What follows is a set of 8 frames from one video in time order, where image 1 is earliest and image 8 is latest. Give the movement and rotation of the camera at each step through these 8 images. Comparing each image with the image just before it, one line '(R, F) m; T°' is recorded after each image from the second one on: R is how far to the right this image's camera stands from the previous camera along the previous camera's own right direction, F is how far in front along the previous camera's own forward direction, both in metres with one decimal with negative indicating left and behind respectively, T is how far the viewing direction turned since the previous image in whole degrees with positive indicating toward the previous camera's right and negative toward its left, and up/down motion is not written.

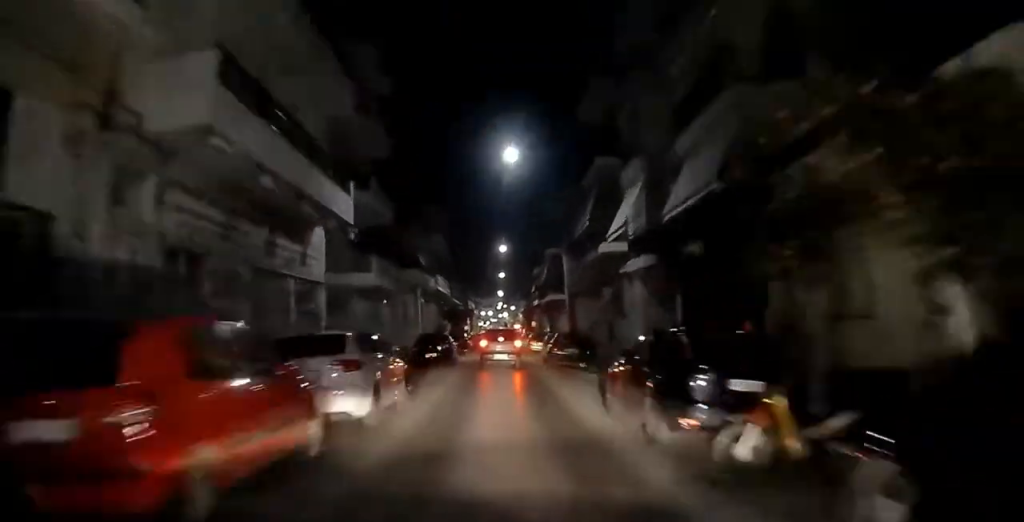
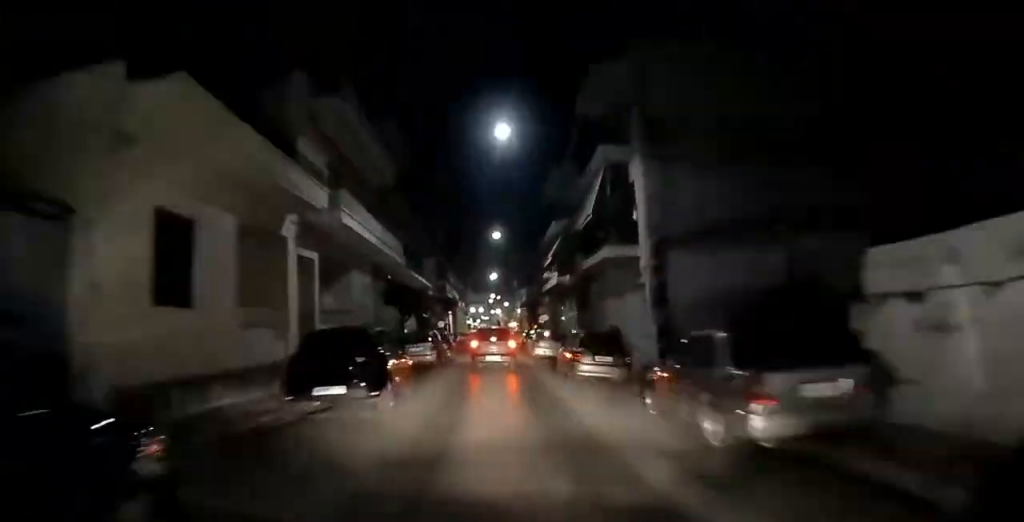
(+0.2, +23.1) m; +1°
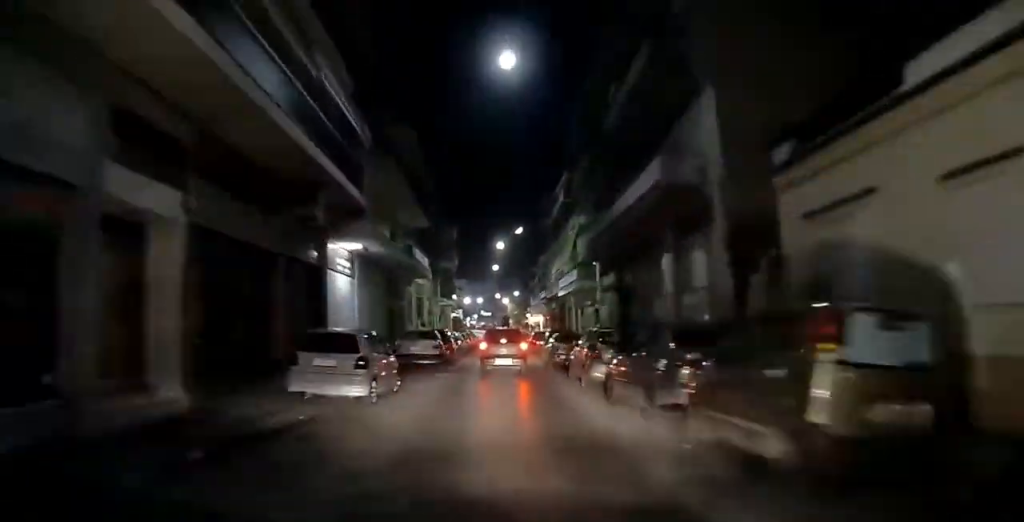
(+0.8, +52.8) m; 0°
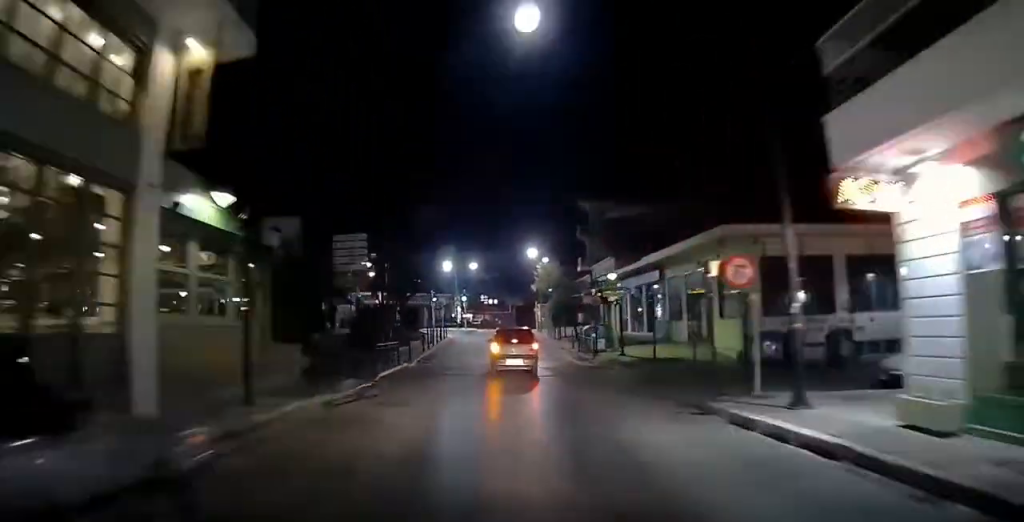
(-1.0, +56.6) m; -8°
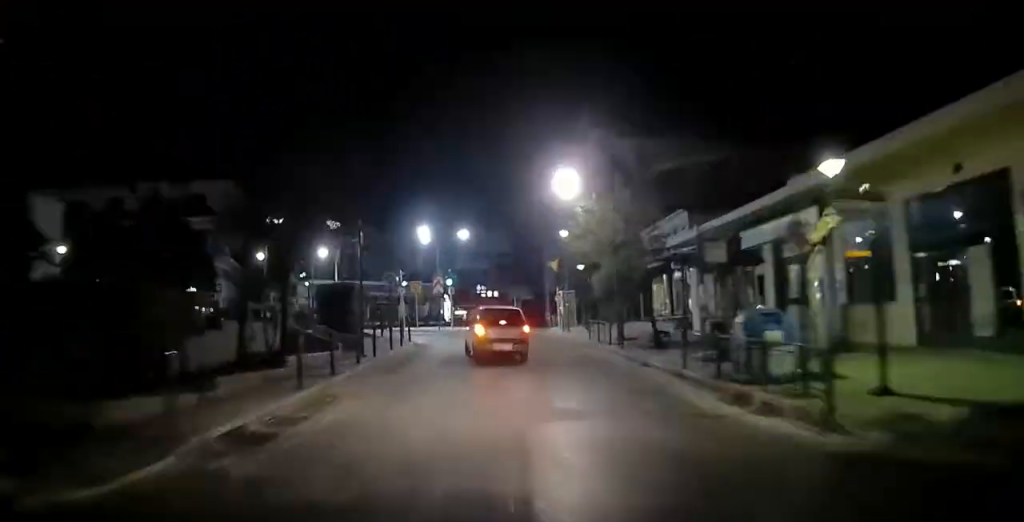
(-1.6, +14.8) m; -17°
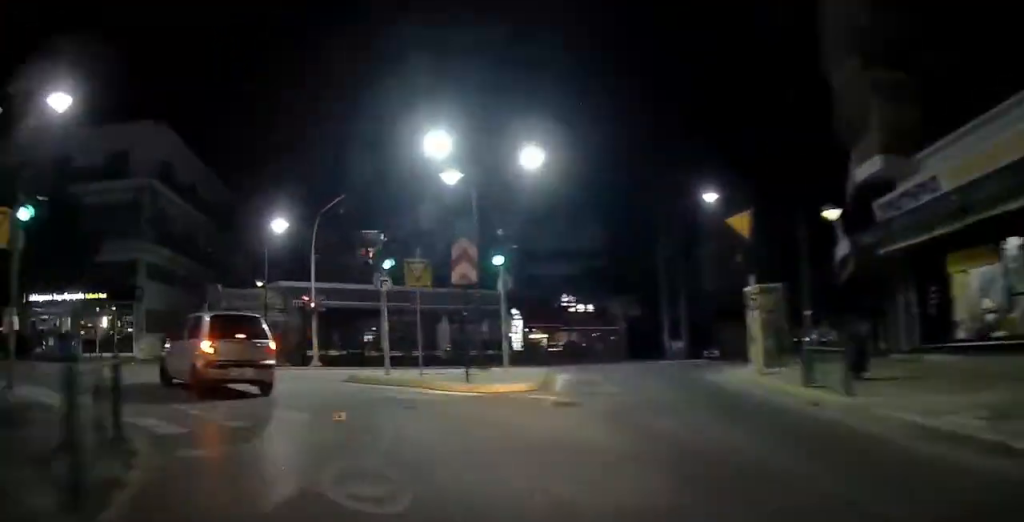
(+3.8, +19.4) m; -23°
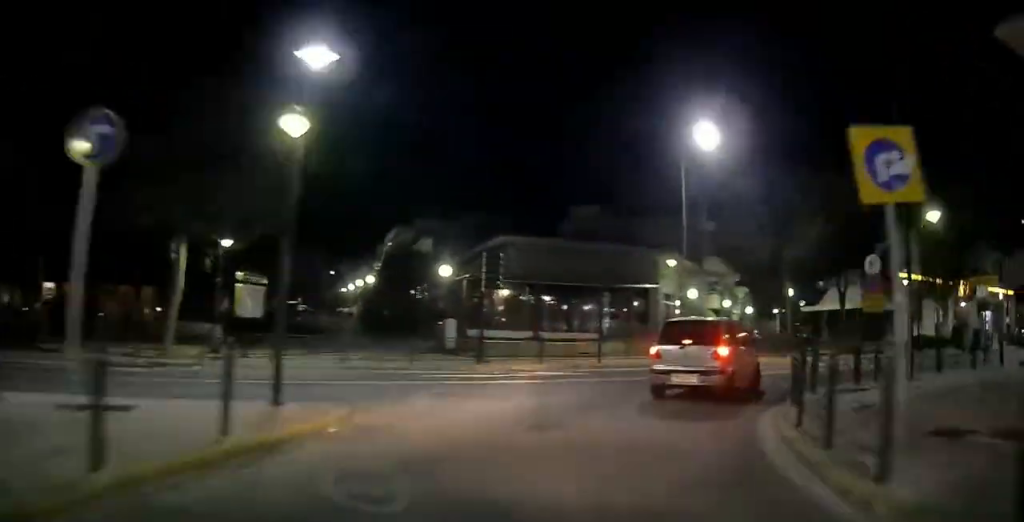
(-22.6, +42.4) m; -3°
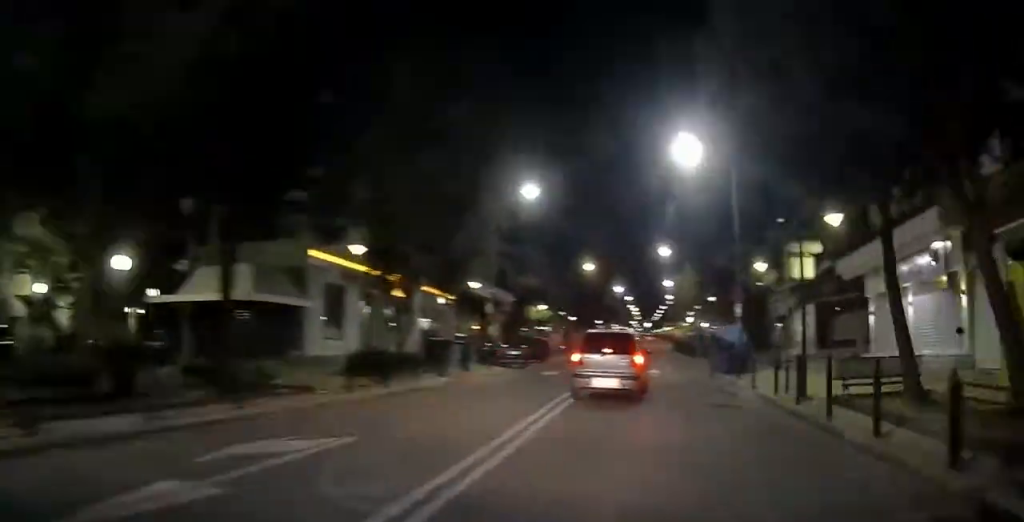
(+3.5, +20.6) m; +22°
